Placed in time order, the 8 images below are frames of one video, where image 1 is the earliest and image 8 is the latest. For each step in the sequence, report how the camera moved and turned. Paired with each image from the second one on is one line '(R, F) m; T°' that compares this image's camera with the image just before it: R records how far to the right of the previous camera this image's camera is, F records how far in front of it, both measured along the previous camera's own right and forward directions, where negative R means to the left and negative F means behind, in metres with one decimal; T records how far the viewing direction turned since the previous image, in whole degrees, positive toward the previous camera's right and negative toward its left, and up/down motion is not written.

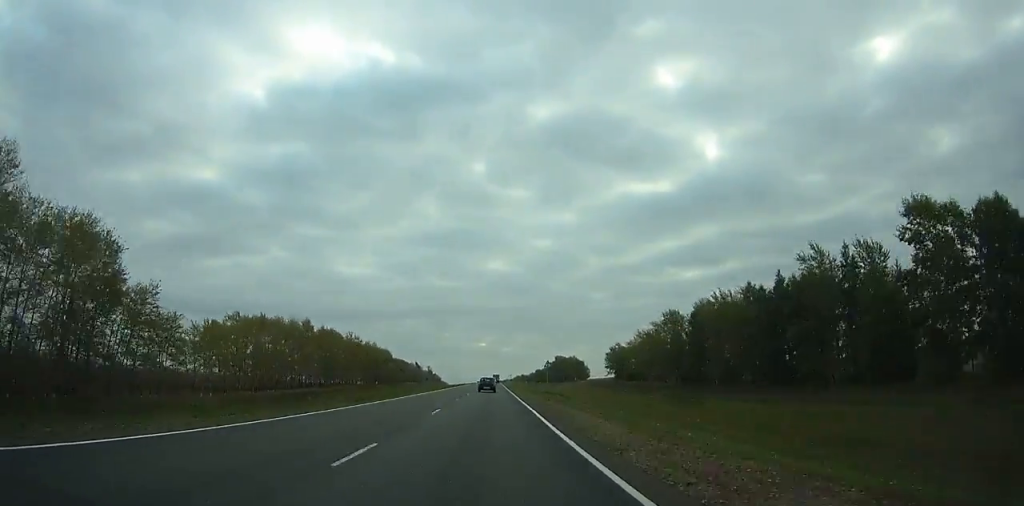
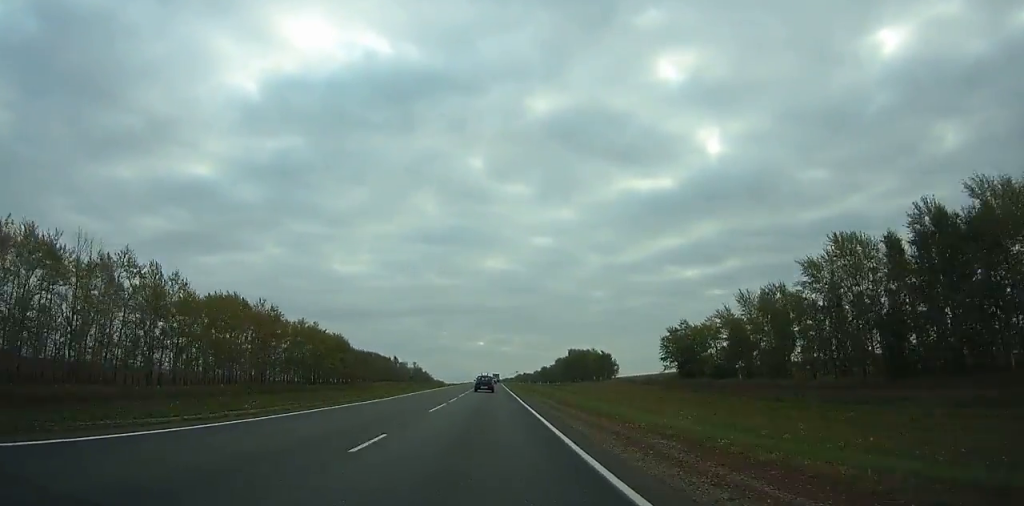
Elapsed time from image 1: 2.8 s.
(+0.1, +69.6) m; 0°
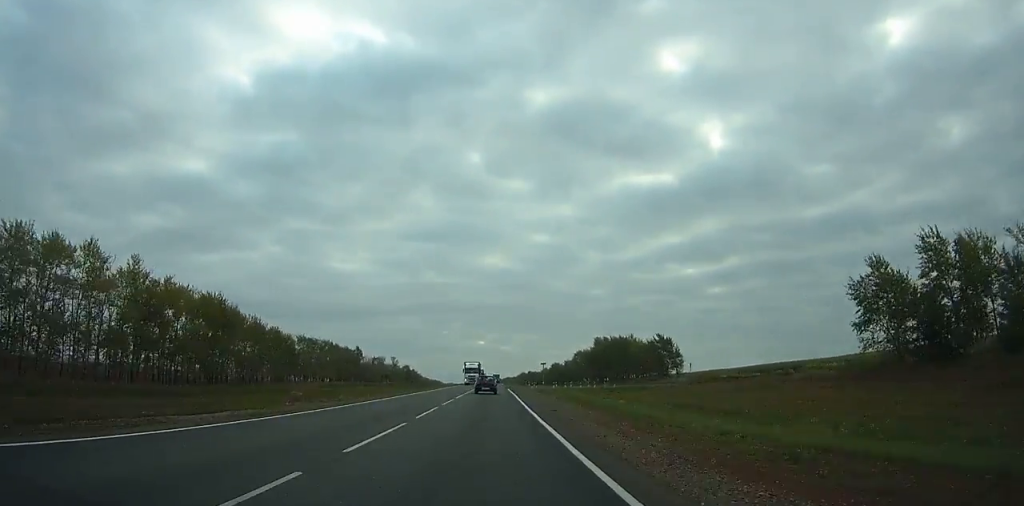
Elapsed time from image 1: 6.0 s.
(-0.2, +76.7) m; 0°
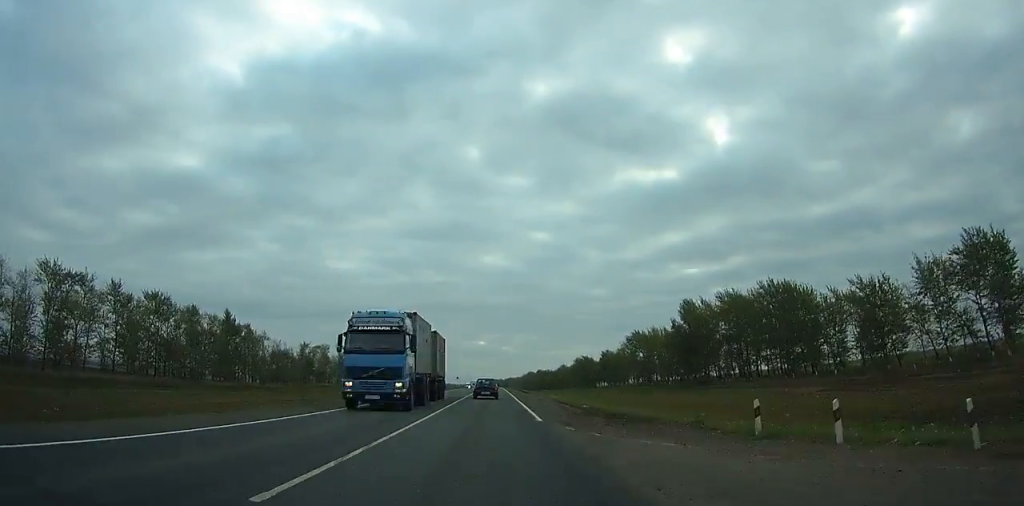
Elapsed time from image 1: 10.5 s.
(0.0, +103.0) m; 0°
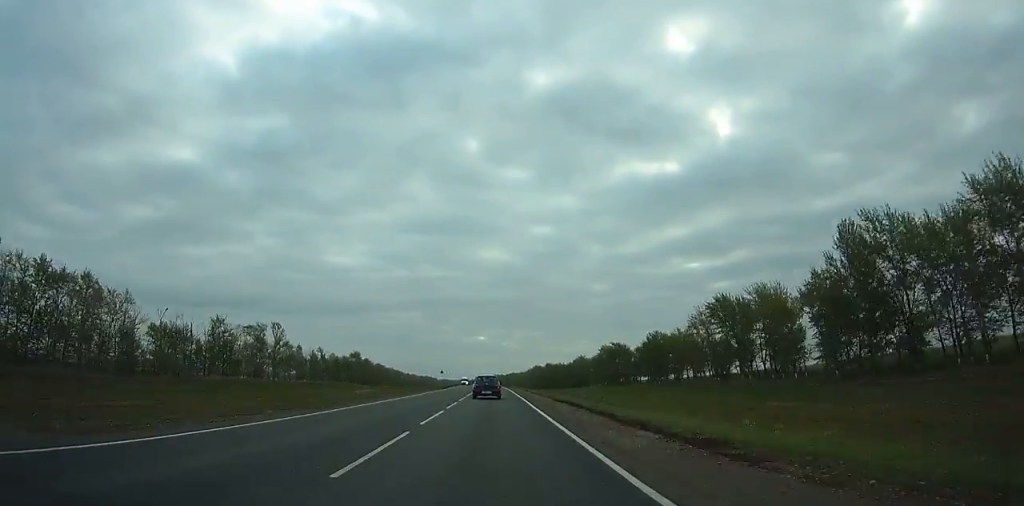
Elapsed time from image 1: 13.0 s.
(0.0, +54.7) m; 0°
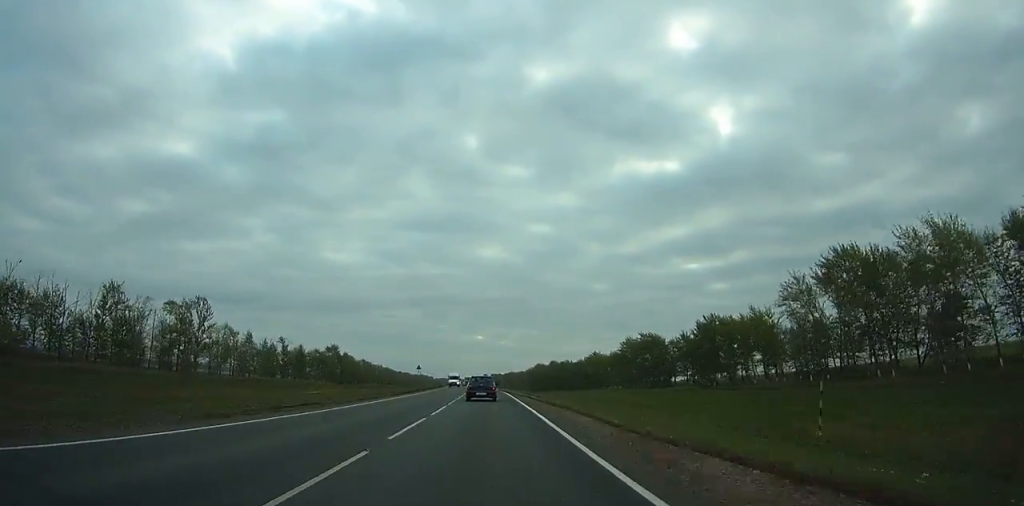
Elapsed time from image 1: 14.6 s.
(-0.1, +34.2) m; 0°
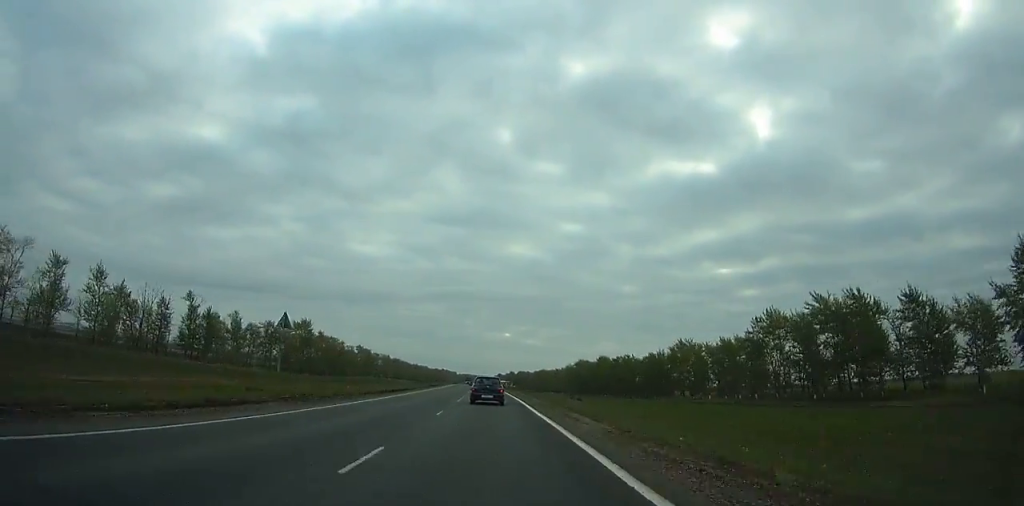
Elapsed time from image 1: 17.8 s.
(-0.4, +66.6) m; -1°
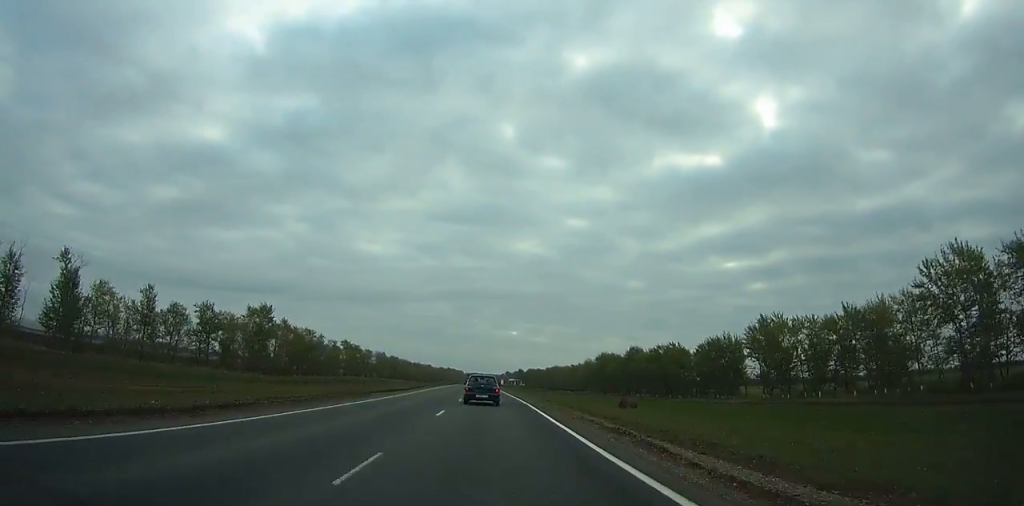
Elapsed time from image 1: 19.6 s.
(0.0, +36.6) m; -1°
